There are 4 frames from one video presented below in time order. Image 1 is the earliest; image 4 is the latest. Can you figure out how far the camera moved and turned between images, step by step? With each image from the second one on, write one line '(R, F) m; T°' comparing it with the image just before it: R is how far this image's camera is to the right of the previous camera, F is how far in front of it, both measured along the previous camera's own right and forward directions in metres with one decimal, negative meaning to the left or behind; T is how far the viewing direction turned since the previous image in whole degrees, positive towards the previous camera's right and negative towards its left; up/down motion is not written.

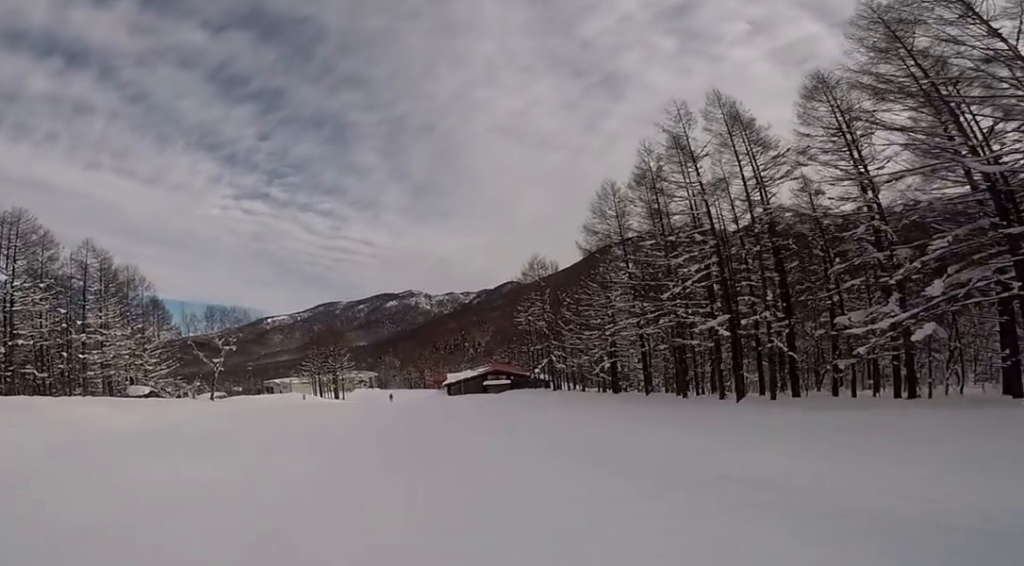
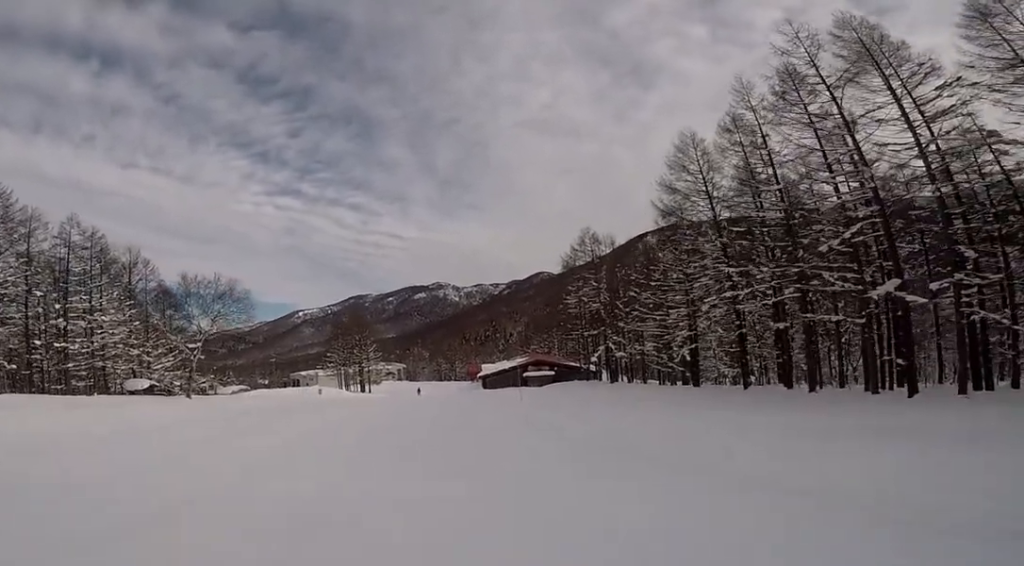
(0.0, +8.9) m; 0°
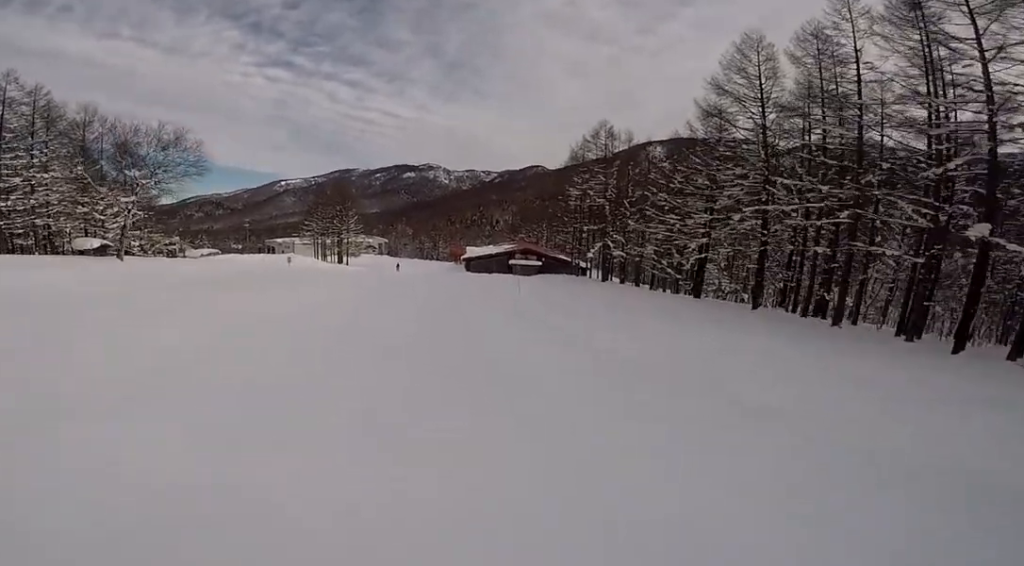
(0.0, +4.1) m; 0°
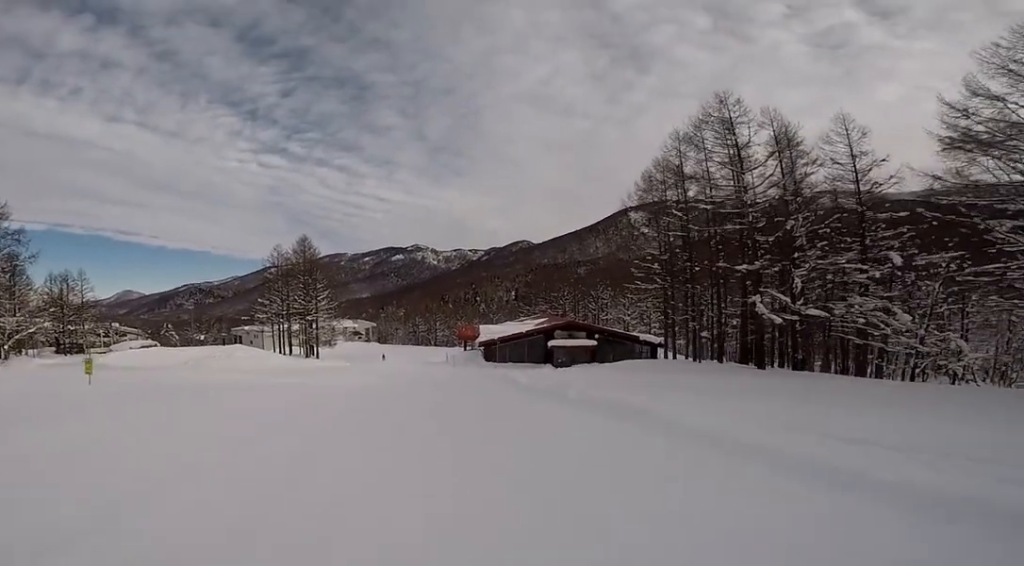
(+1.9, +26.5) m; +1°
